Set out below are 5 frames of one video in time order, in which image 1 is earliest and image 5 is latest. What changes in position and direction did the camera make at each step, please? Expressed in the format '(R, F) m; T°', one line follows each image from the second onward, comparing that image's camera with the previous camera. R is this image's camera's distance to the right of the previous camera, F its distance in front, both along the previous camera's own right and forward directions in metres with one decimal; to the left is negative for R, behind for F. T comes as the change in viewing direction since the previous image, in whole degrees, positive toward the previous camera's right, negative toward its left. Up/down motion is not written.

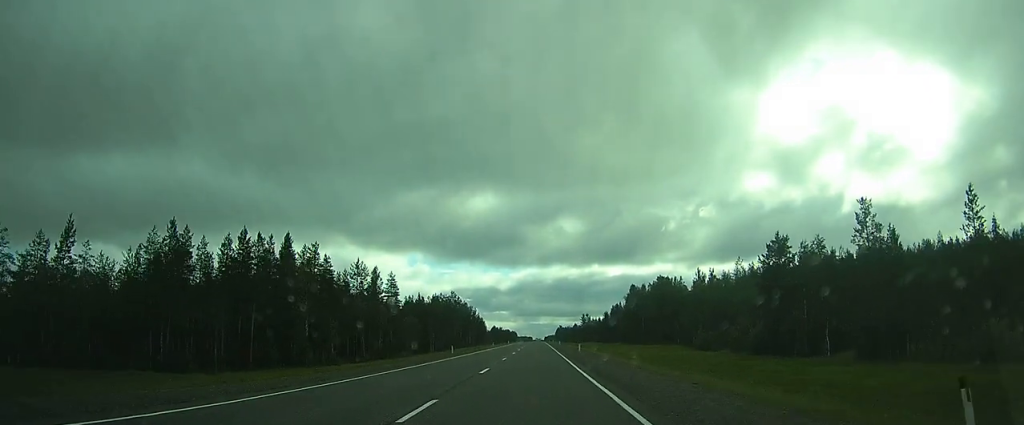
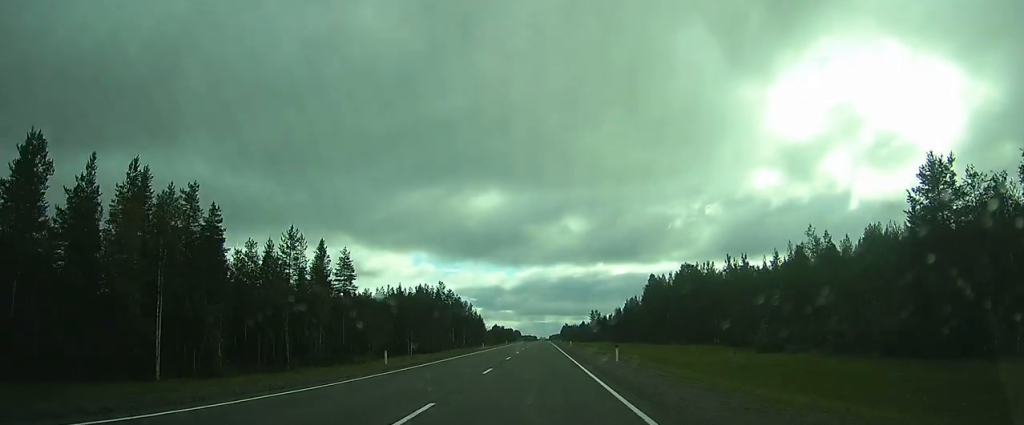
(-0.2, +21.0) m; -1°
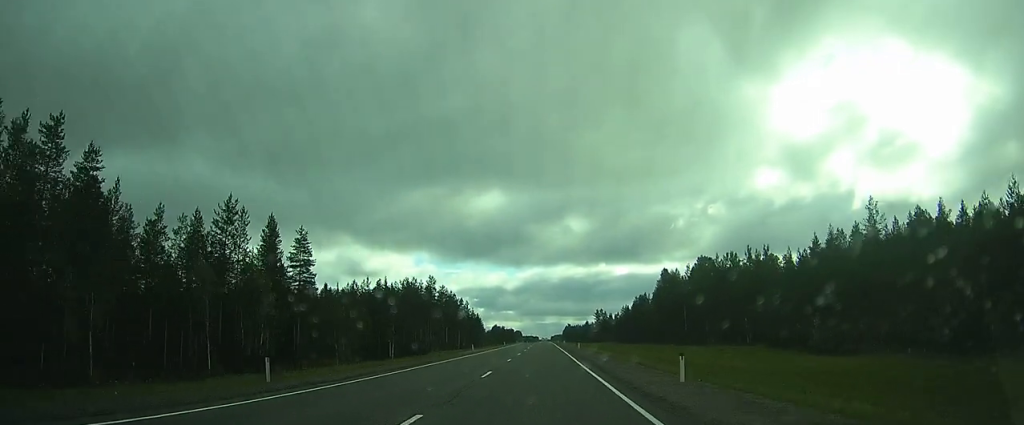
(-0.1, +11.8) m; 0°
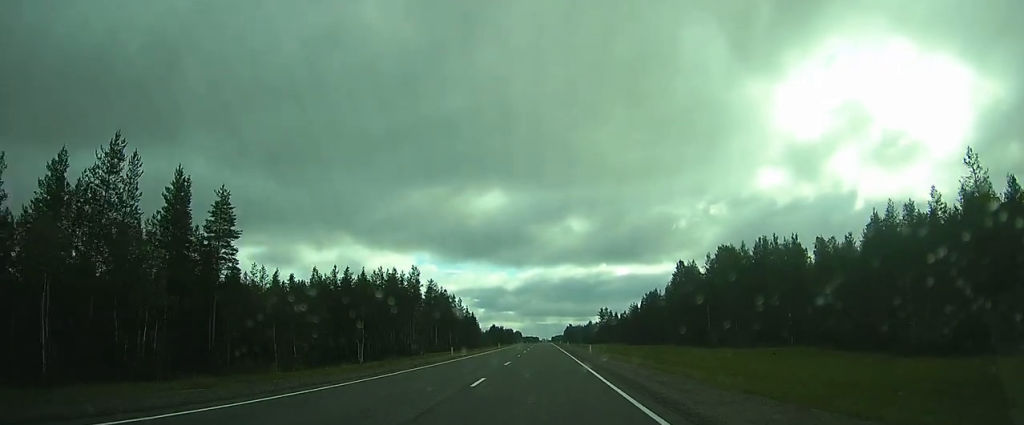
(0.0, +14.1) m; 0°
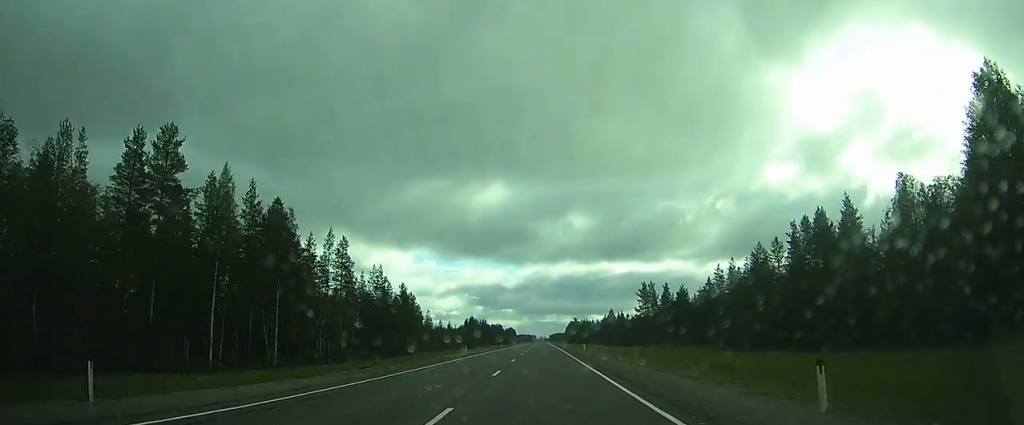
(+1.9, +100.2) m; +2°
